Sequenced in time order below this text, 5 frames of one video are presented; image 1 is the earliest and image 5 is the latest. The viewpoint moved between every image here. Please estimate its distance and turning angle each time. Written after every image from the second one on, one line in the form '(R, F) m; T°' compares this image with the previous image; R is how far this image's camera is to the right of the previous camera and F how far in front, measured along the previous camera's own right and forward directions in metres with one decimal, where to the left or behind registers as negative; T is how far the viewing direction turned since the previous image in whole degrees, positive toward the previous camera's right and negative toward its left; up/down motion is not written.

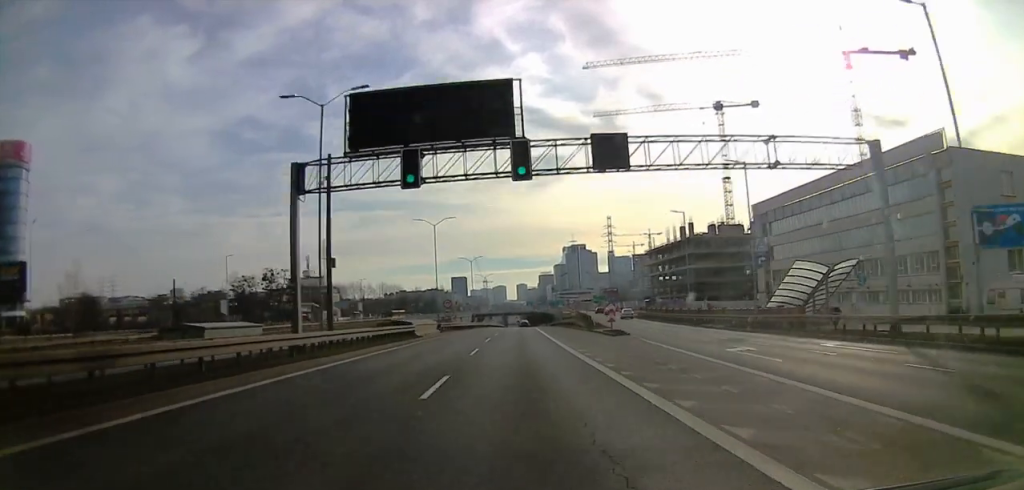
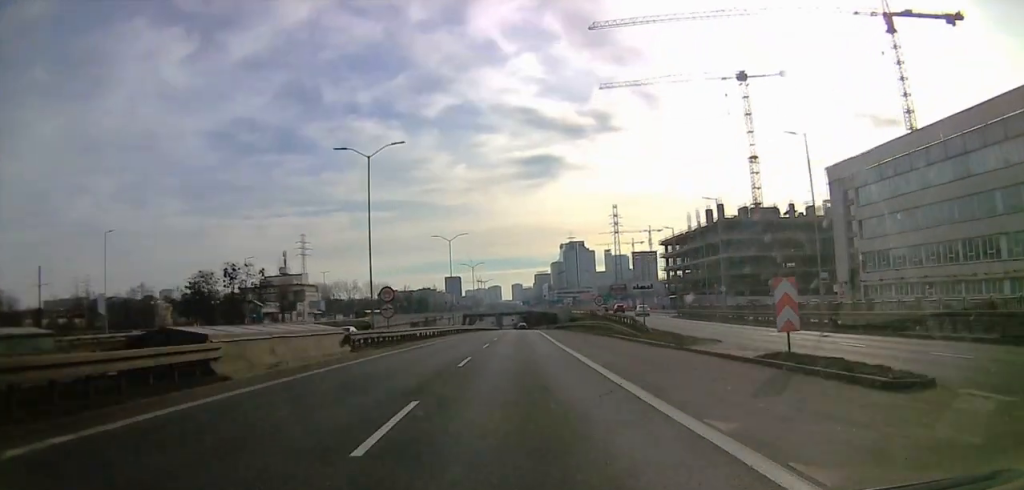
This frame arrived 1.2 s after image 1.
(+0.6, +27.7) m; +3°
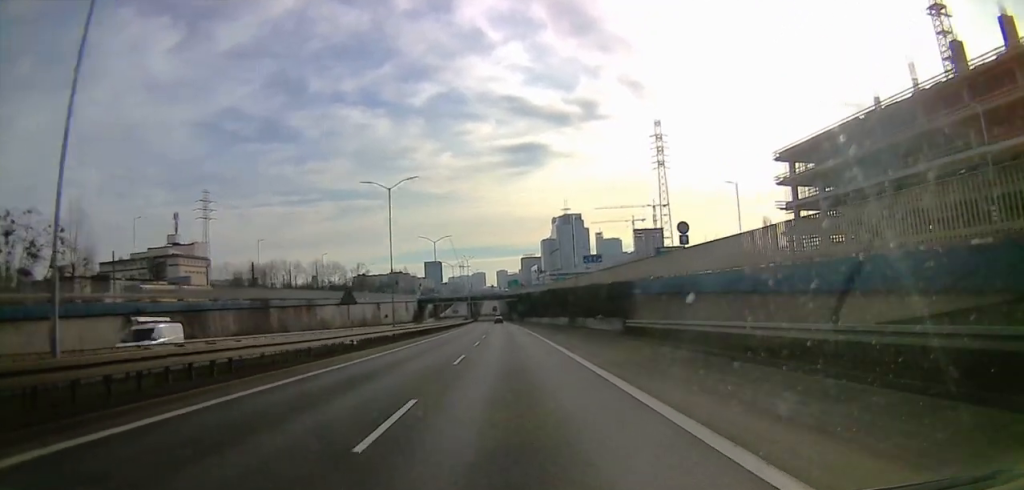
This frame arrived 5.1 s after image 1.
(0.0, +93.6) m; -2°
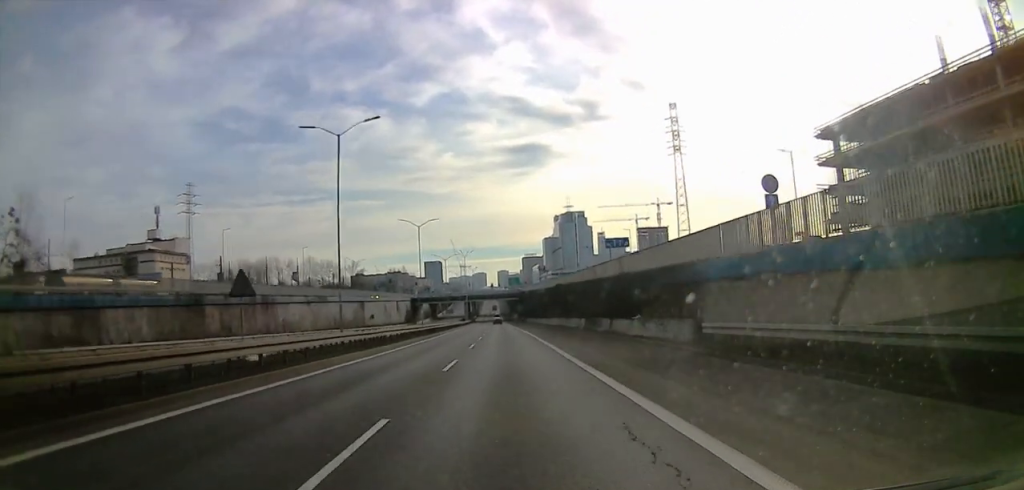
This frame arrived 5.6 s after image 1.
(-0.3, +13.7) m; 0°
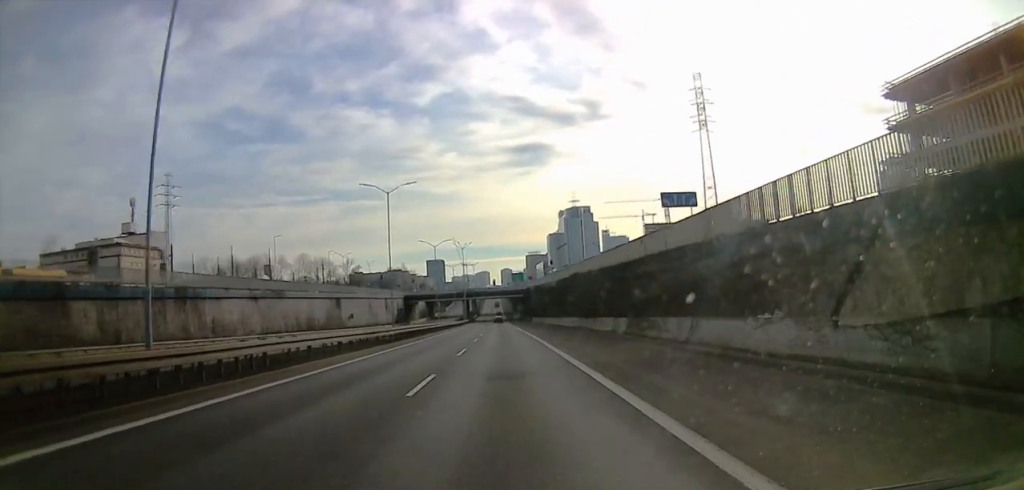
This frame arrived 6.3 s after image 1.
(+0.1, +17.0) m; +1°
